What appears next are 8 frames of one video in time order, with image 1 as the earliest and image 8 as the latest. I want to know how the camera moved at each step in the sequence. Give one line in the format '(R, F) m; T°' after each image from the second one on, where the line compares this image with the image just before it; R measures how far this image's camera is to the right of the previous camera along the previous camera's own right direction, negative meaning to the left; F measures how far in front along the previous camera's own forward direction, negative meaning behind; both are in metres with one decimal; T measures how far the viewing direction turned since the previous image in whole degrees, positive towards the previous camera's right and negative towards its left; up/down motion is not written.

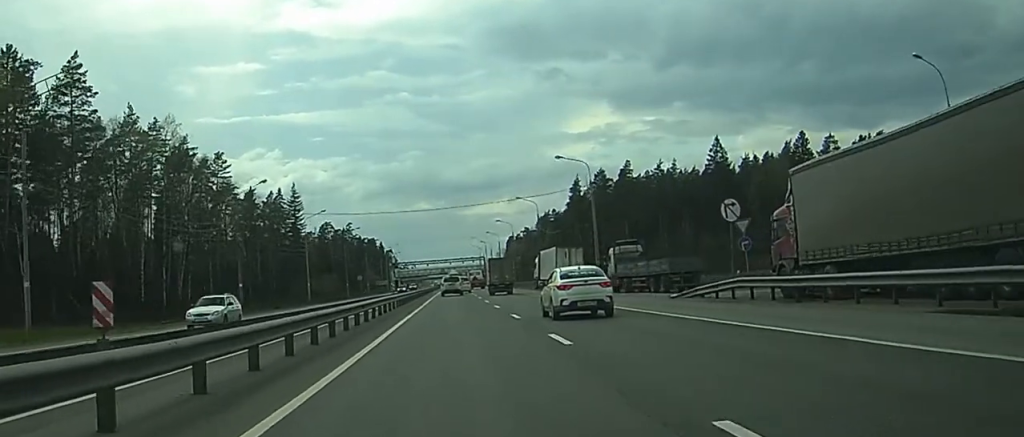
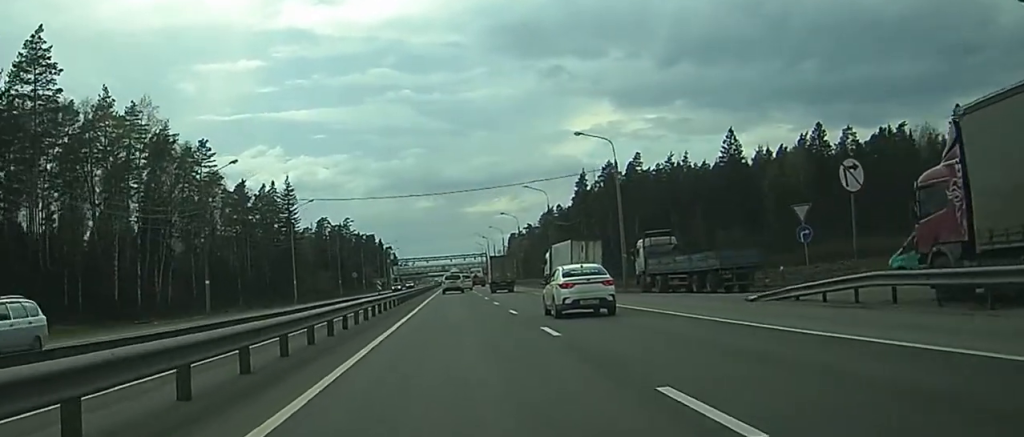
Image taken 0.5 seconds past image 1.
(0.0, +9.8) m; 0°
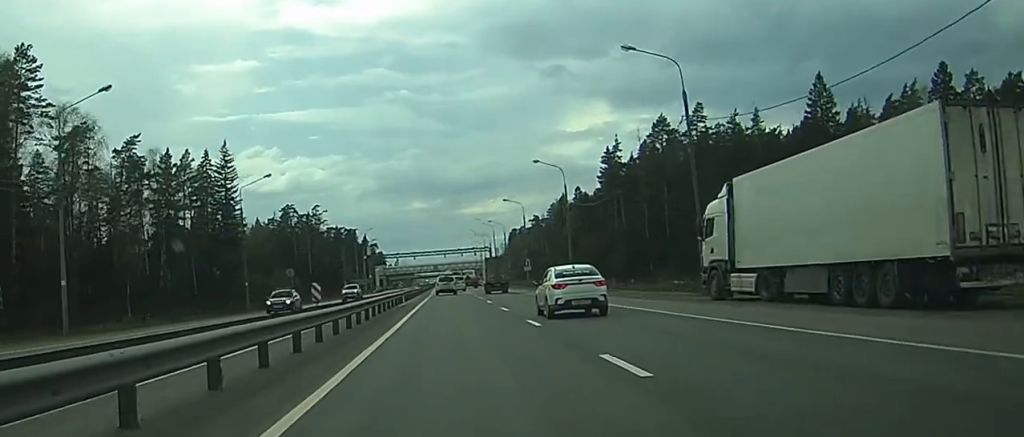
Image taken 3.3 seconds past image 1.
(-0.6, +56.0) m; -2°
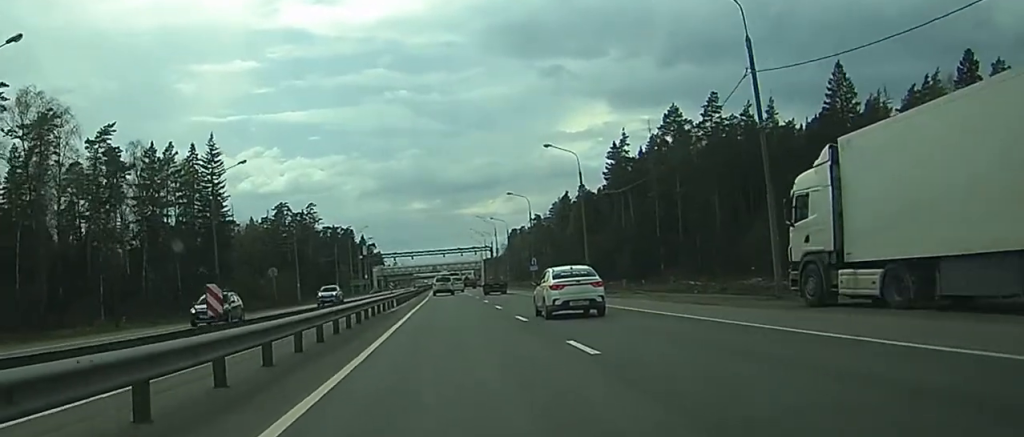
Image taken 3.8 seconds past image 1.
(-0.1, +8.6) m; 0°
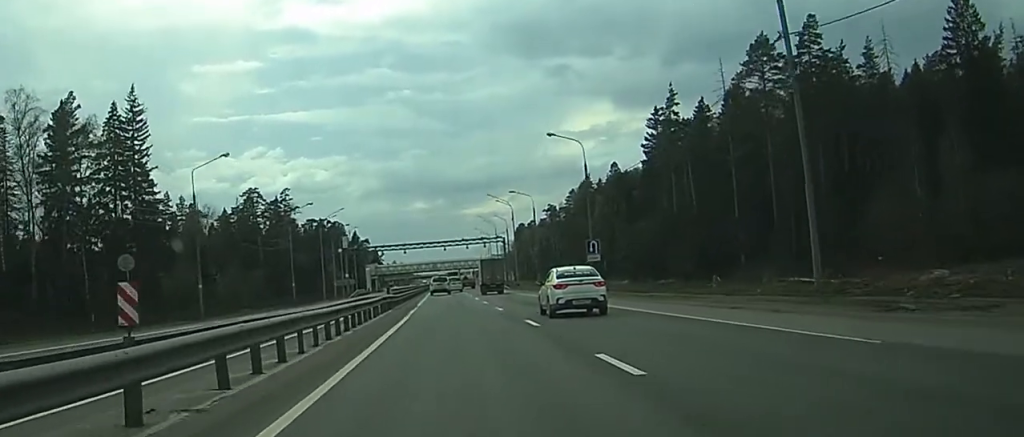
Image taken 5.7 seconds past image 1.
(+0.1, +38.6) m; +1°
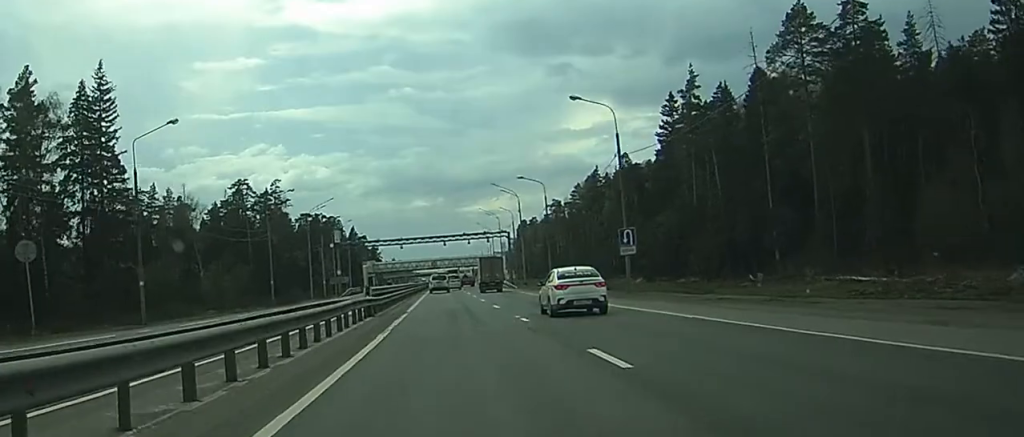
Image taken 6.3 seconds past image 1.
(+0.2, +11.0) m; +1°
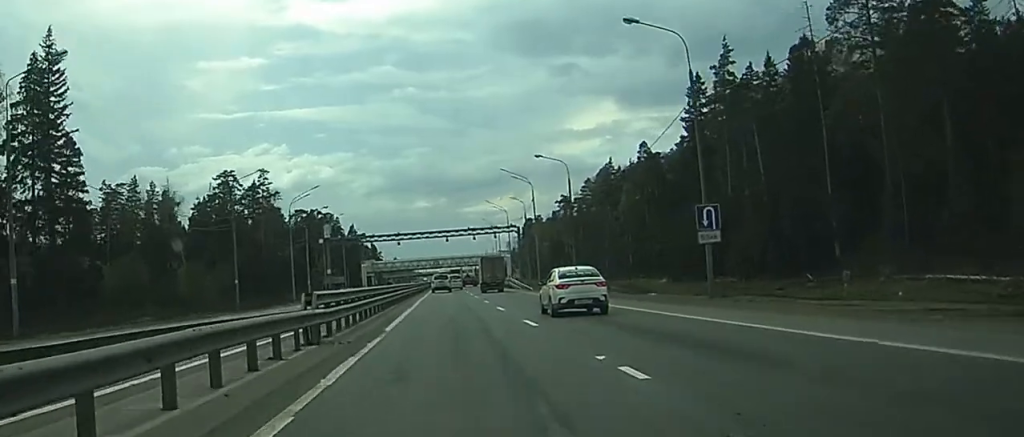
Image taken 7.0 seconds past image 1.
(+0.1, +14.2) m; 0°
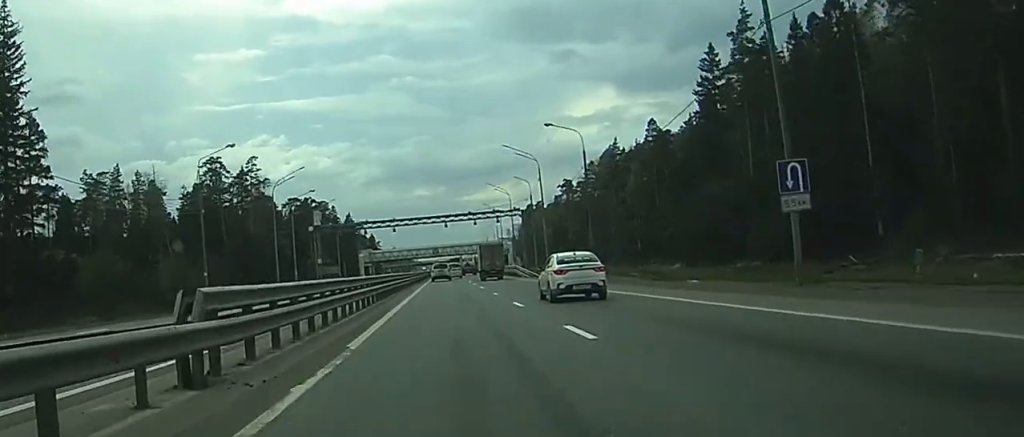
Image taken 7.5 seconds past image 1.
(+0.1, +8.3) m; 0°
